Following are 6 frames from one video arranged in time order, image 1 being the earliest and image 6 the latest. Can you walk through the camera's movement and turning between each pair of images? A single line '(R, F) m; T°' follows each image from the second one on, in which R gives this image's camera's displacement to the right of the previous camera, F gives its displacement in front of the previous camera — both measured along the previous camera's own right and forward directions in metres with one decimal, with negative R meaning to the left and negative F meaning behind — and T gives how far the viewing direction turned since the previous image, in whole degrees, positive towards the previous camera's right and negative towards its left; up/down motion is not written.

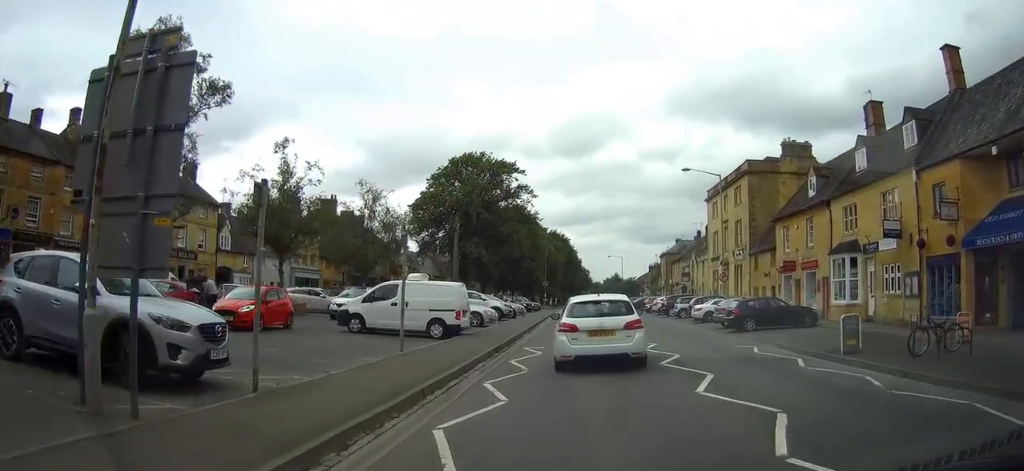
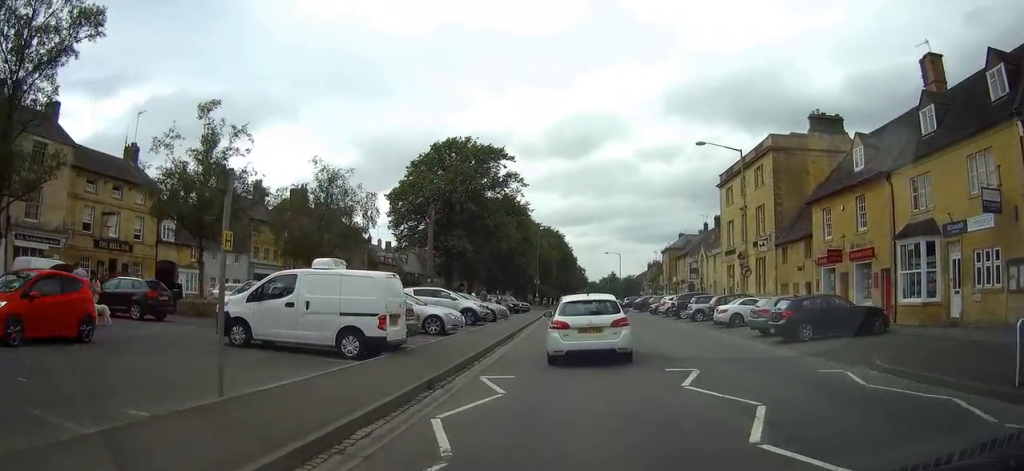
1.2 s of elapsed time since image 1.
(0.0, +7.3) m; -1°
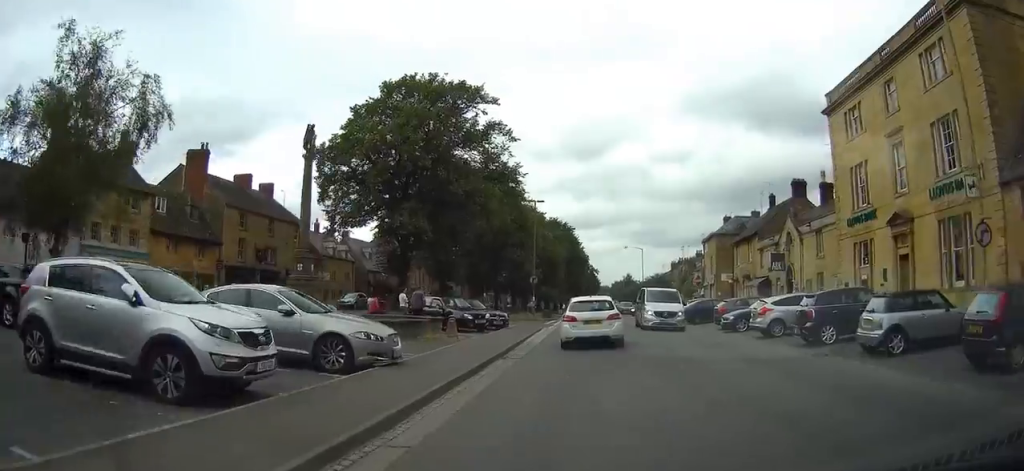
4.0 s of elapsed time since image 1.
(0.0, +23.3) m; +1°
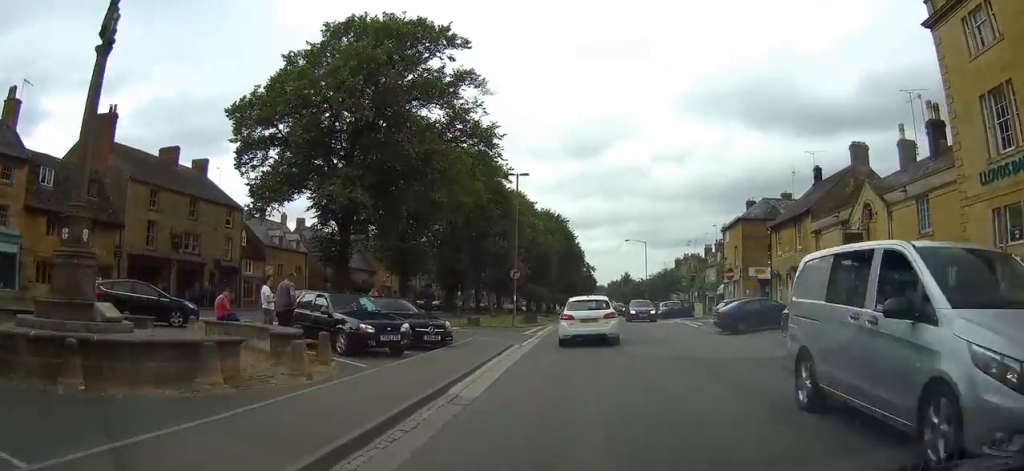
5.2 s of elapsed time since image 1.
(+0.1, +12.3) m; +1°
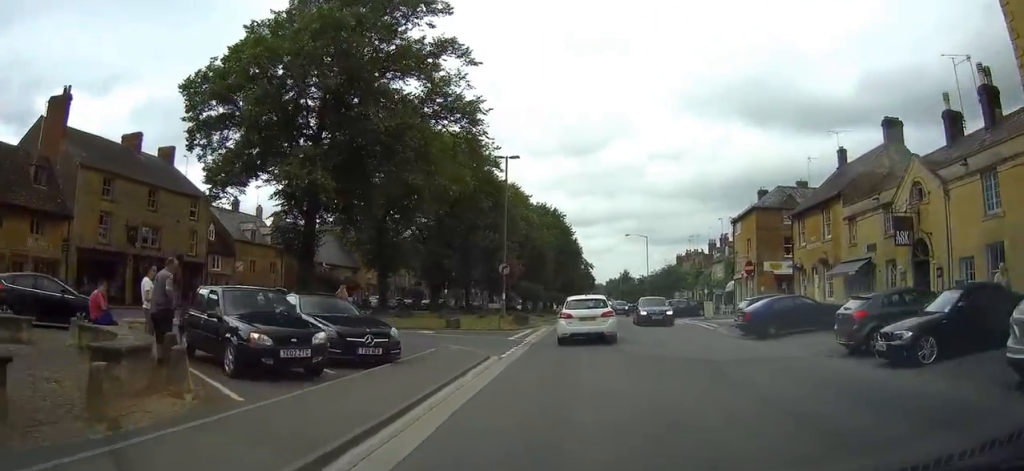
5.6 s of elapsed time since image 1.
(0.0, +5.0) m; 0°
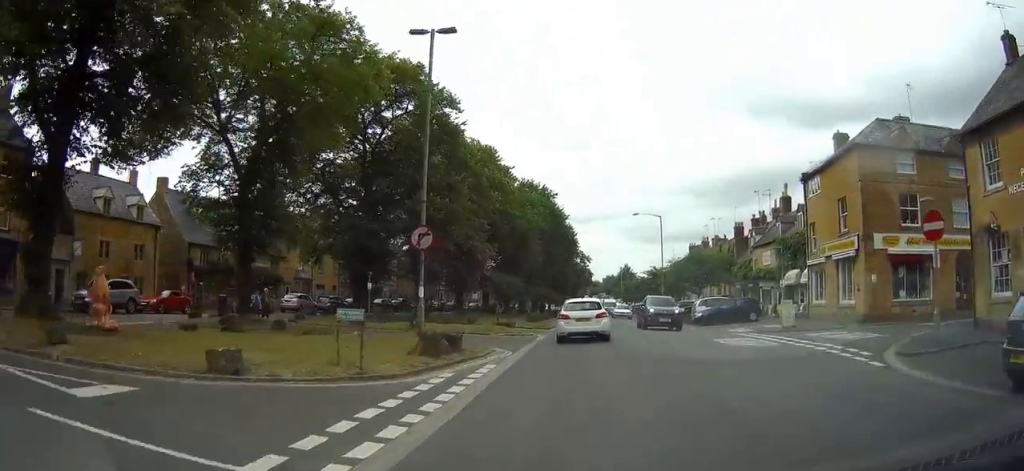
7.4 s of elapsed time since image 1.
(0.0, +19.2) m; -1°
